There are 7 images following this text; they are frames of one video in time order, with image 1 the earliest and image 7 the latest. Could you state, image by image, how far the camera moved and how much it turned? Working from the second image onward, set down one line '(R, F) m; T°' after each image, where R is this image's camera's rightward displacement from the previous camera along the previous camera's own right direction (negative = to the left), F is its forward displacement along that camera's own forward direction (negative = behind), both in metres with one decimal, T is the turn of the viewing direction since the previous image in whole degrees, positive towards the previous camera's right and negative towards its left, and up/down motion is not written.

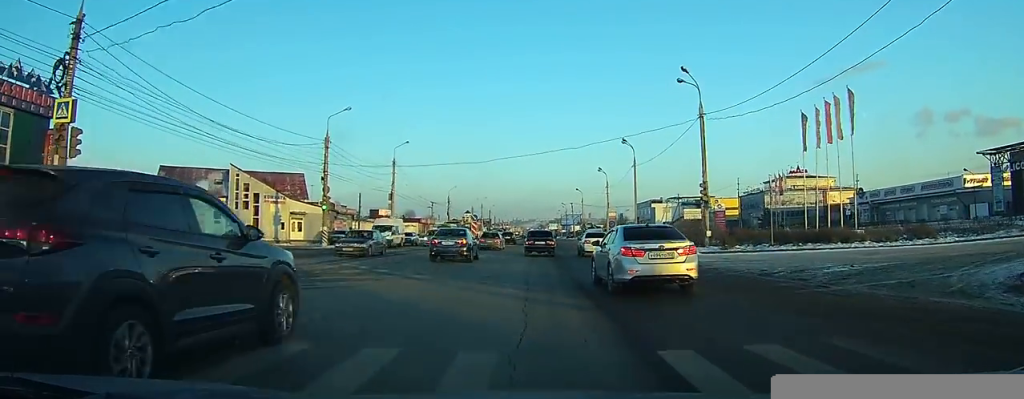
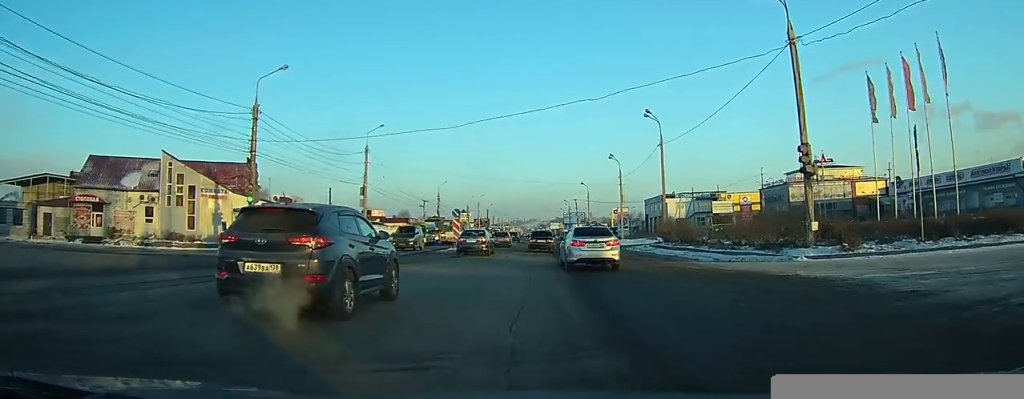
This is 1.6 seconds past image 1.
(0.0, +11.0) m; 0°
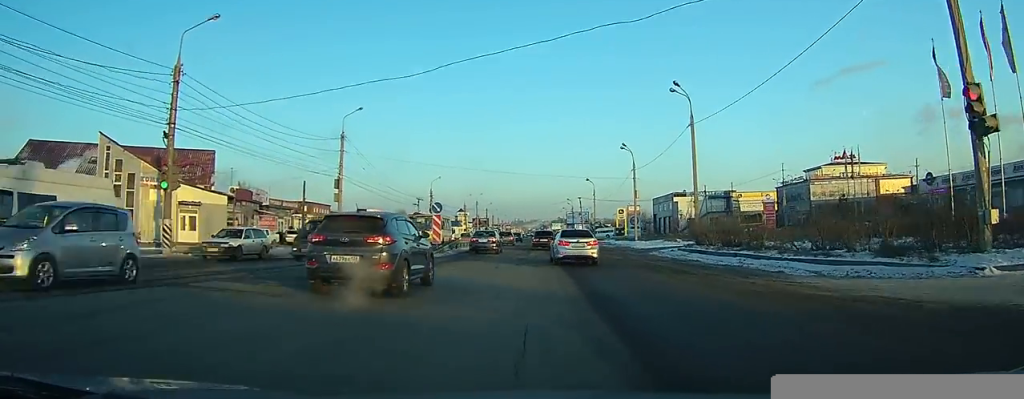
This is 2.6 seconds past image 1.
(0.0, +8.0) m; 0°
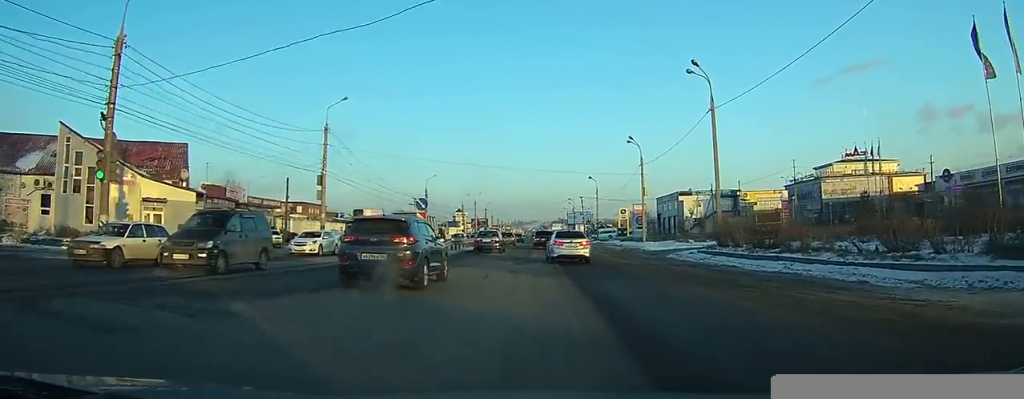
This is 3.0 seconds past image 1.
(0.0, +4.2) m; 0°
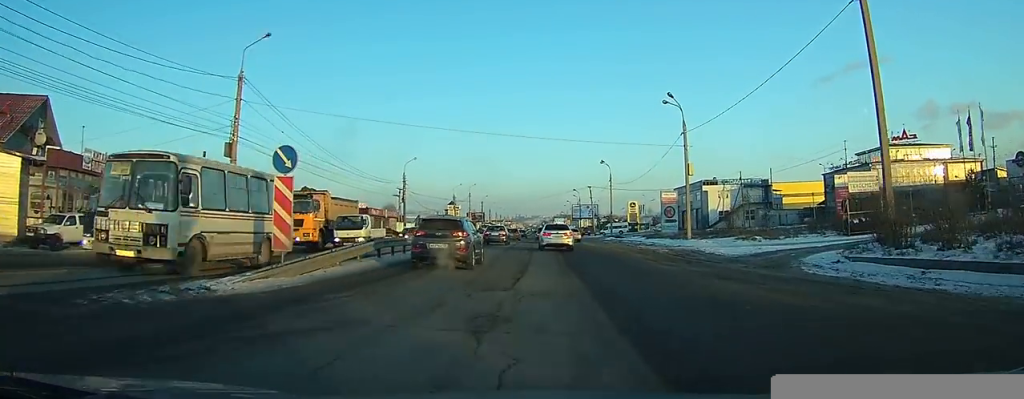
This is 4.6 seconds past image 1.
(+0.2, +15.3) m; -1°
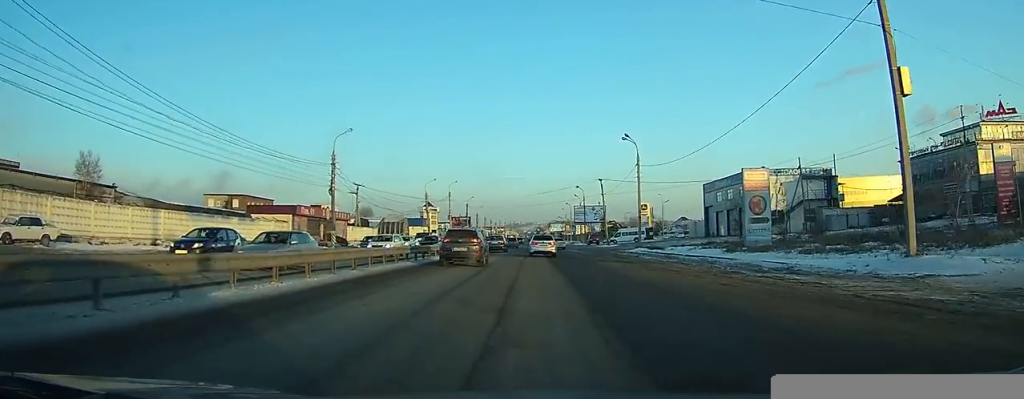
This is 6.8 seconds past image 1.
(+0.1, +24.9) m; +1°
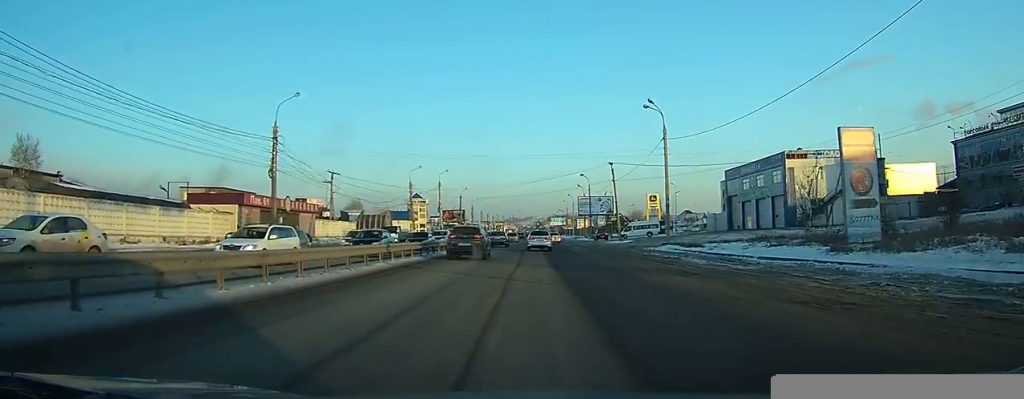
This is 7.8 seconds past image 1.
(0.0, +11.8) m; 0°
